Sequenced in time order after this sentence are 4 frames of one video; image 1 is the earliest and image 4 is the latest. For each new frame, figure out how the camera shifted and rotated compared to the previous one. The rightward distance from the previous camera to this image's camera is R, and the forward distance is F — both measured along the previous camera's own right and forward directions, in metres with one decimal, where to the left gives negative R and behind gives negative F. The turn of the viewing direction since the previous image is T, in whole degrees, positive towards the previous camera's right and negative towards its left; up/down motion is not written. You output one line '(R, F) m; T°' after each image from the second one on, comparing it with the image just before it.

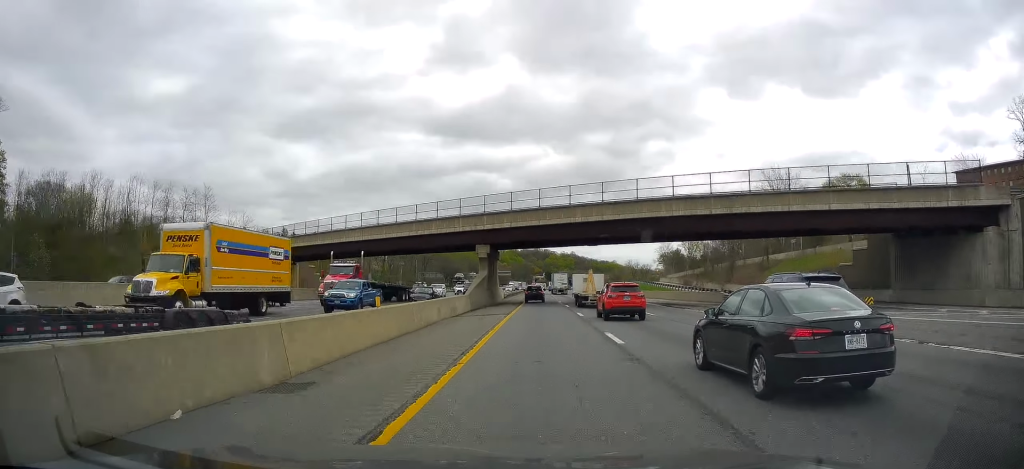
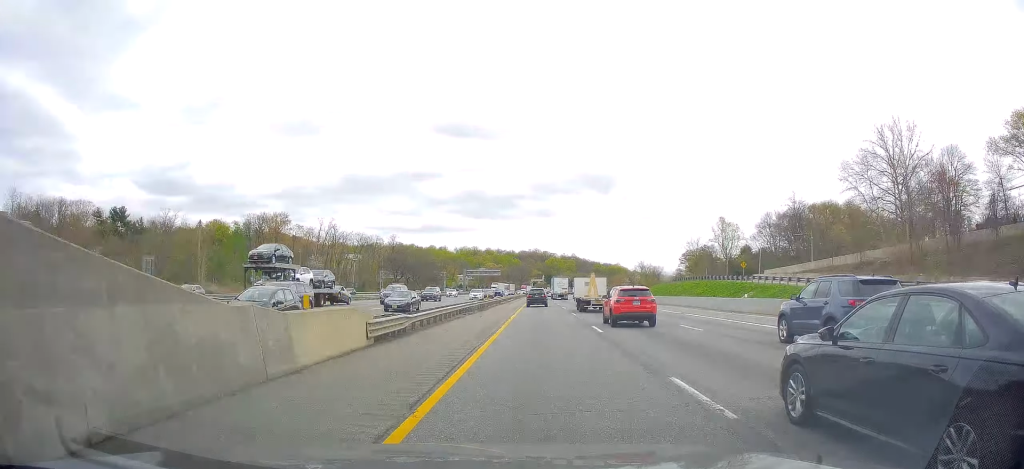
(-1.2, +69.5) m; -1°
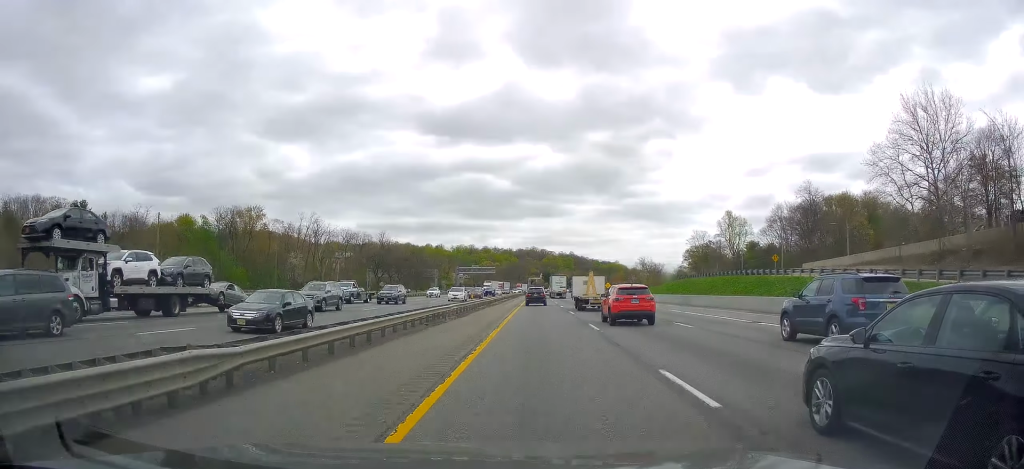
(0.0, +13.8) m; +1°
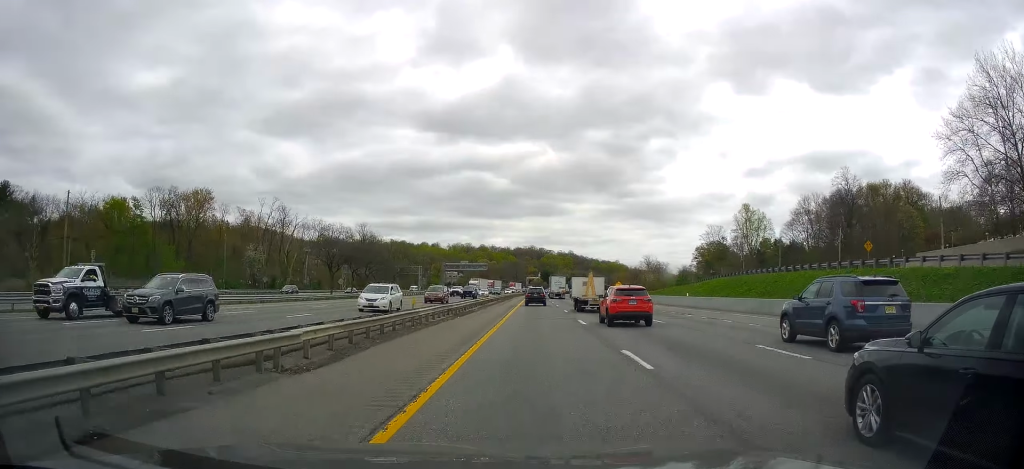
(+0.4, +24.8) m; +1°
